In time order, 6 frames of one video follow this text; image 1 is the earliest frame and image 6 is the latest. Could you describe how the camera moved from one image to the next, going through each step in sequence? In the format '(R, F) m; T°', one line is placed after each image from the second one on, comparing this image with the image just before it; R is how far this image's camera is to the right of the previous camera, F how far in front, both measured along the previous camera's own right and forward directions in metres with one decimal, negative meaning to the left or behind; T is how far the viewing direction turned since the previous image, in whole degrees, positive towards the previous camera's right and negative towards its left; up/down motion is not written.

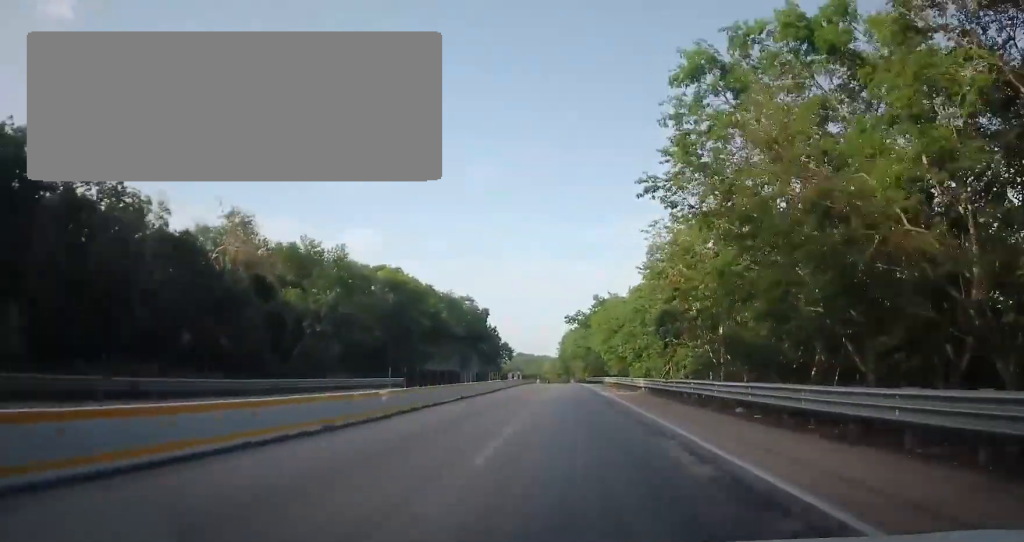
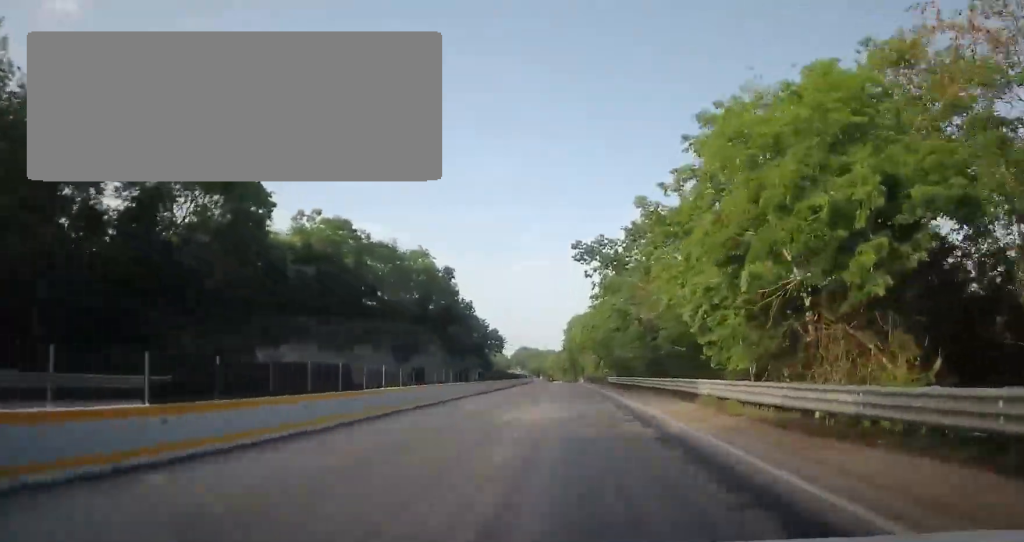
(-1.7, +48.4) m; -4°
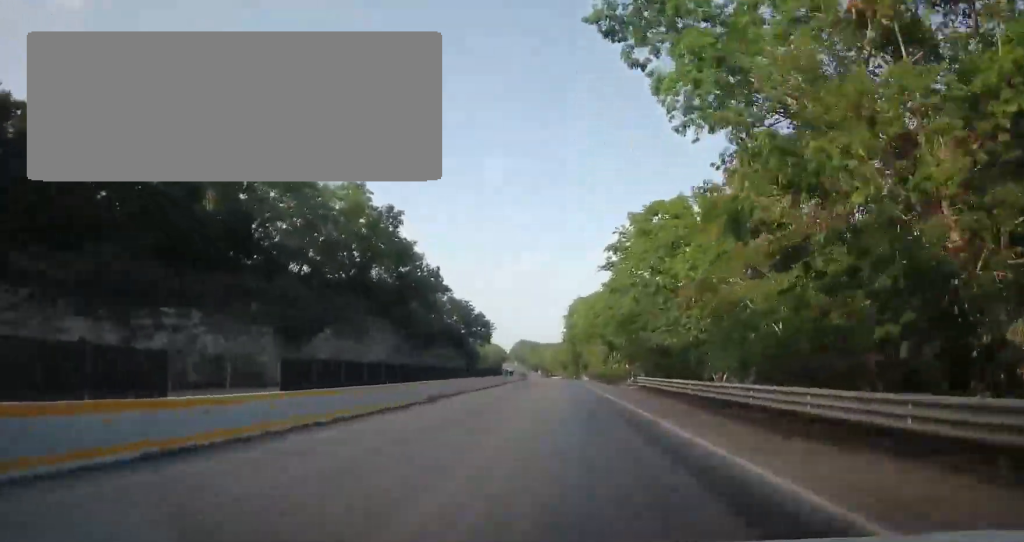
(+0.1, +28.8) m; +1°
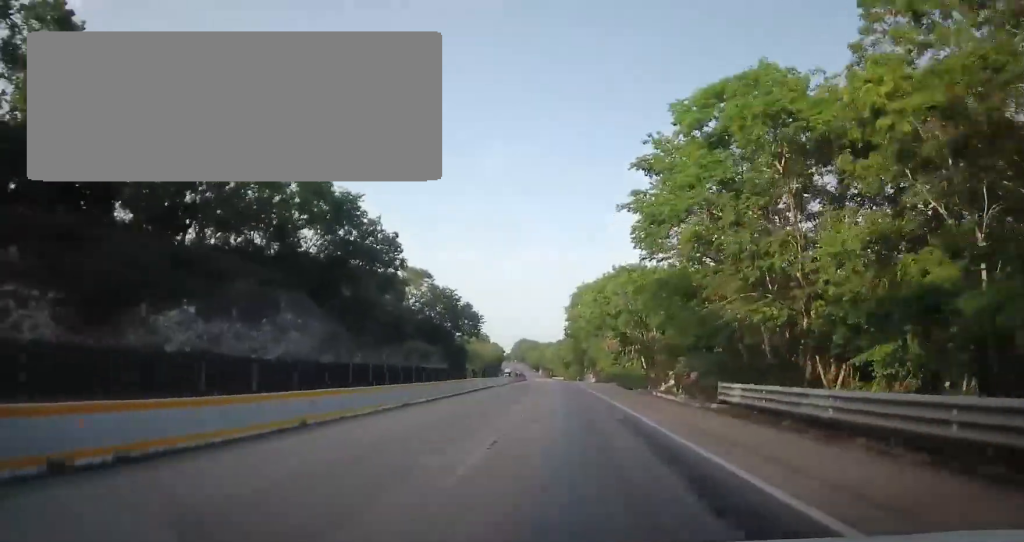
(+0.3, +20.4) m; +1°
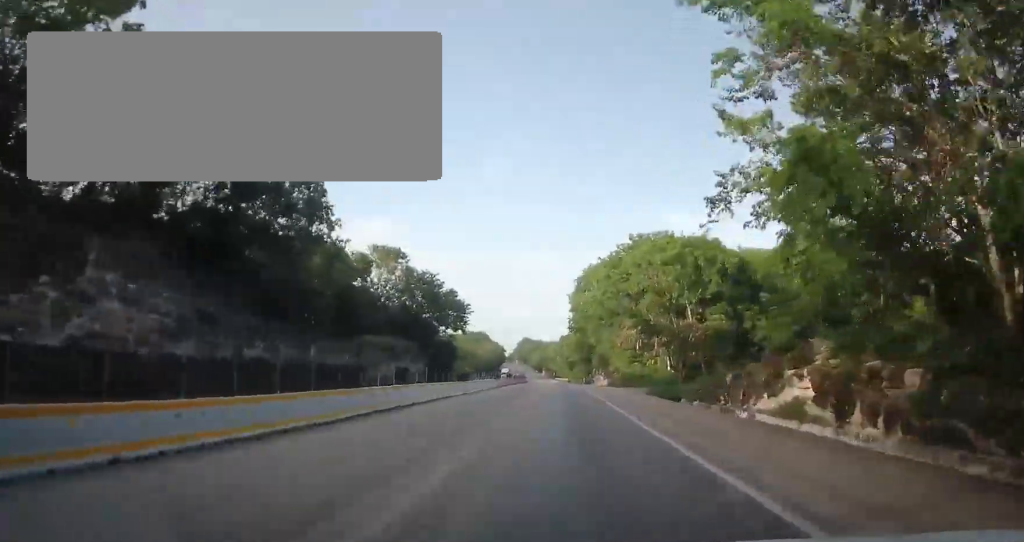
(-0.1, +20.1) m; 0°
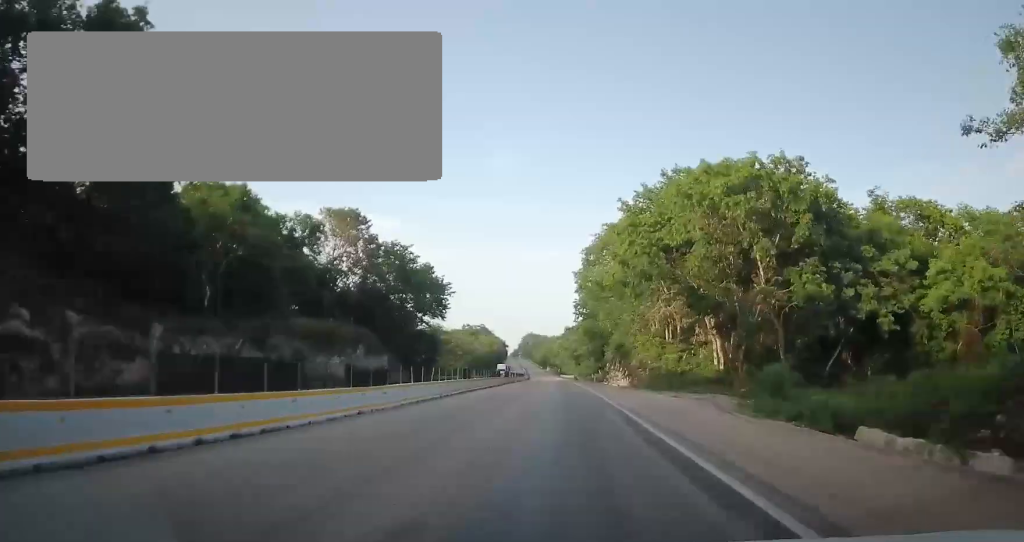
(0.0, +20.3) m; 0°
